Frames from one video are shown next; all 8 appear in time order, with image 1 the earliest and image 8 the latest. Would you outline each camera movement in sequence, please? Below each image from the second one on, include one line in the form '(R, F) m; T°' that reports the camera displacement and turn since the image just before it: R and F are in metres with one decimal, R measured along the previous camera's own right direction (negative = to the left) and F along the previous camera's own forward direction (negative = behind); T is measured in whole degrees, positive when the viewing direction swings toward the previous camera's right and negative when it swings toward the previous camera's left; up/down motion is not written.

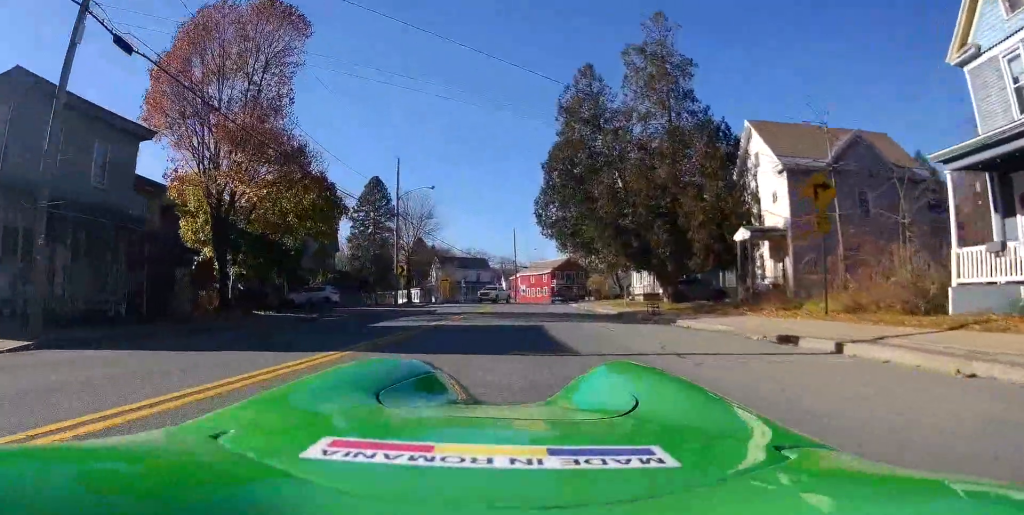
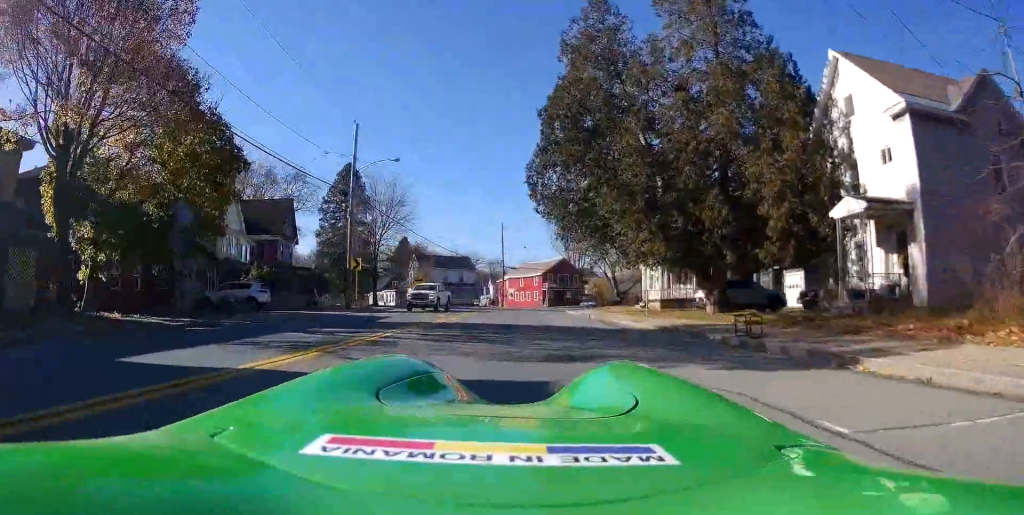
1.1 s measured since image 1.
(+0.1, +12.3) m; +2°
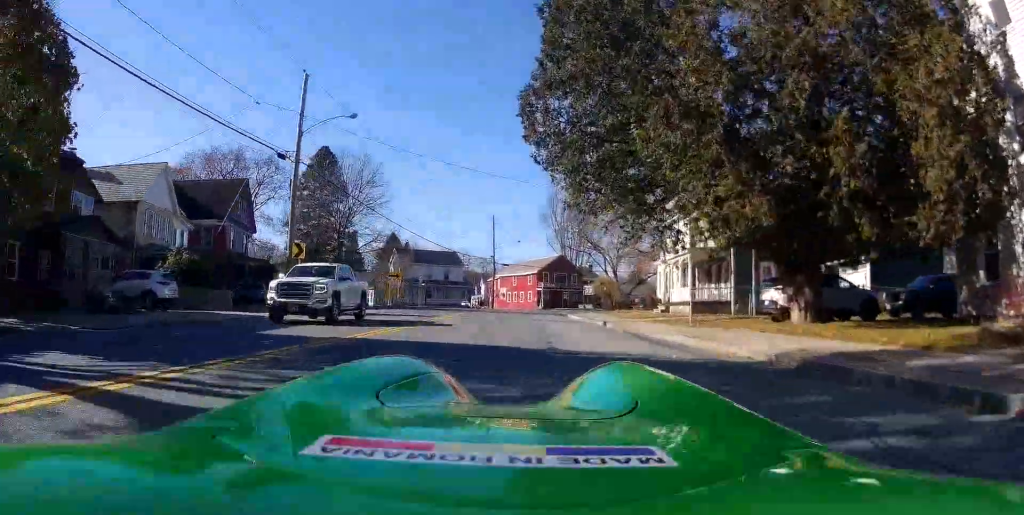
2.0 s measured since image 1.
(+0.2, +11.5) m; +1°
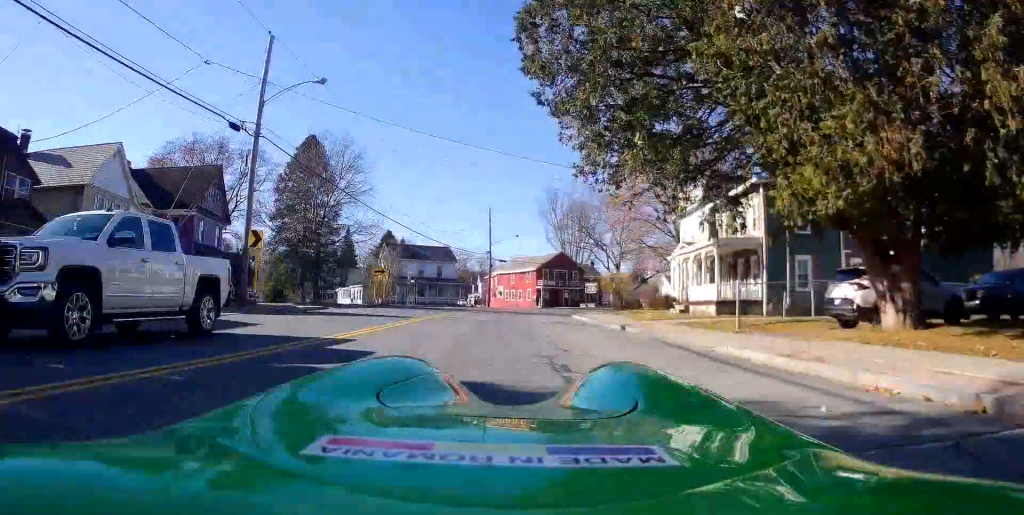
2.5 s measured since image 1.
(0.0, +5.6) m; 0°
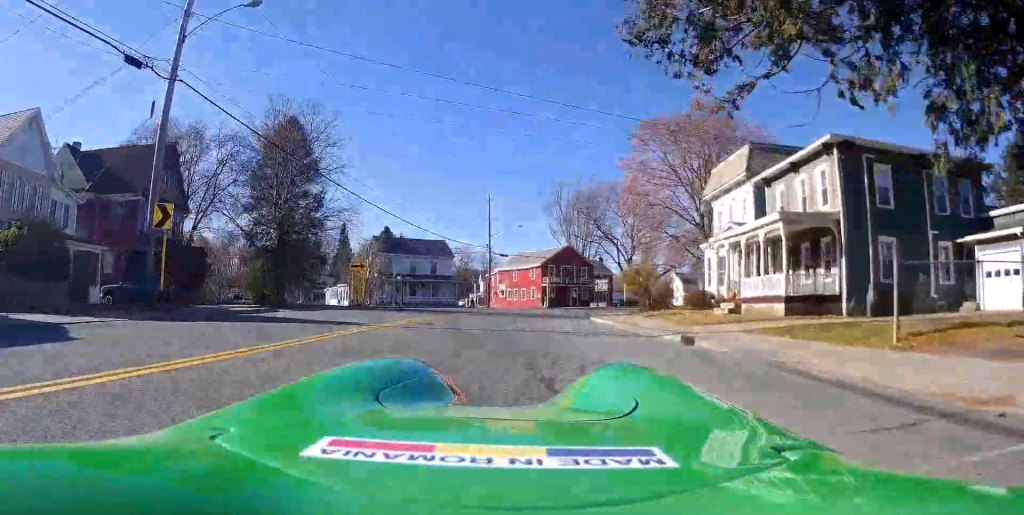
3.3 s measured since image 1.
(0.0, +8.3) m; 0°
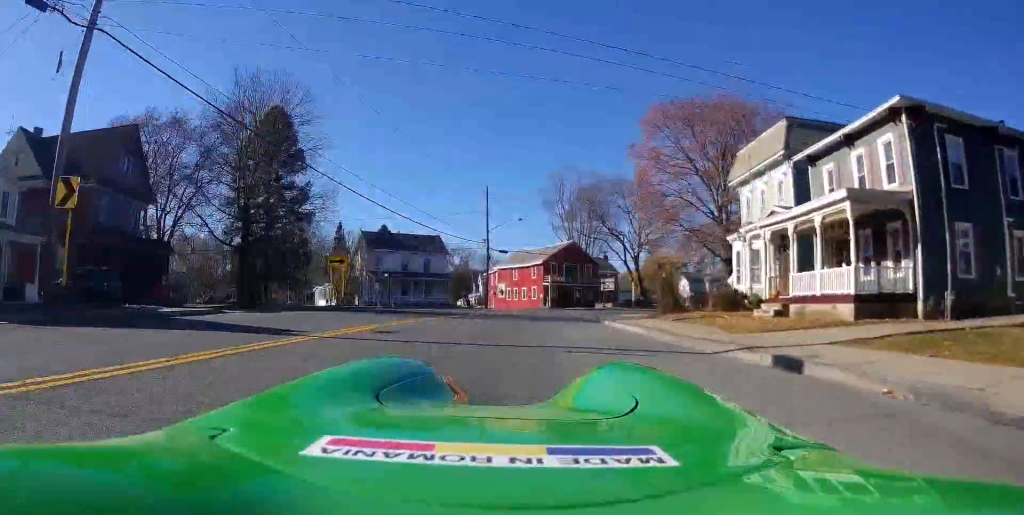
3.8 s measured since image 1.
(0.0, +5.1) m; 0°
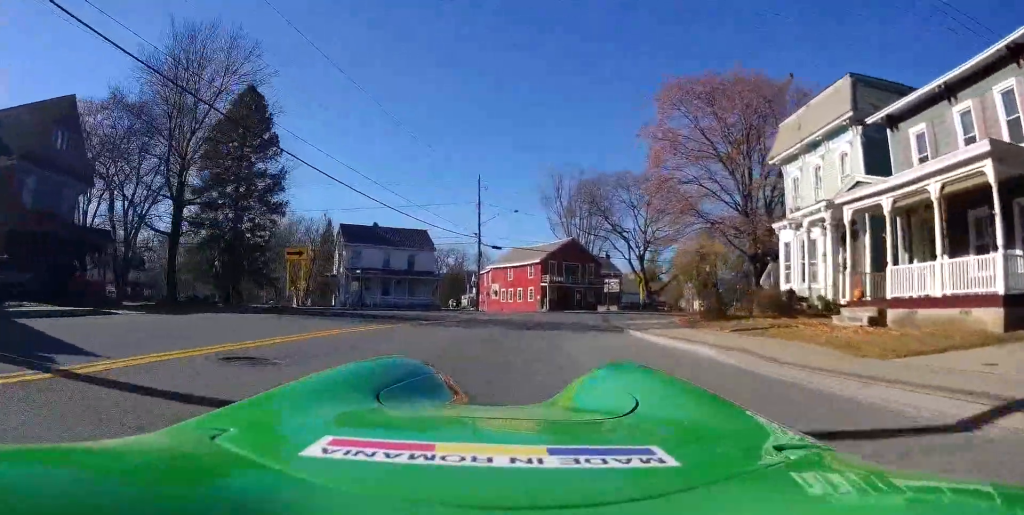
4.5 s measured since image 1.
(0.0, +5.6) m; +1°
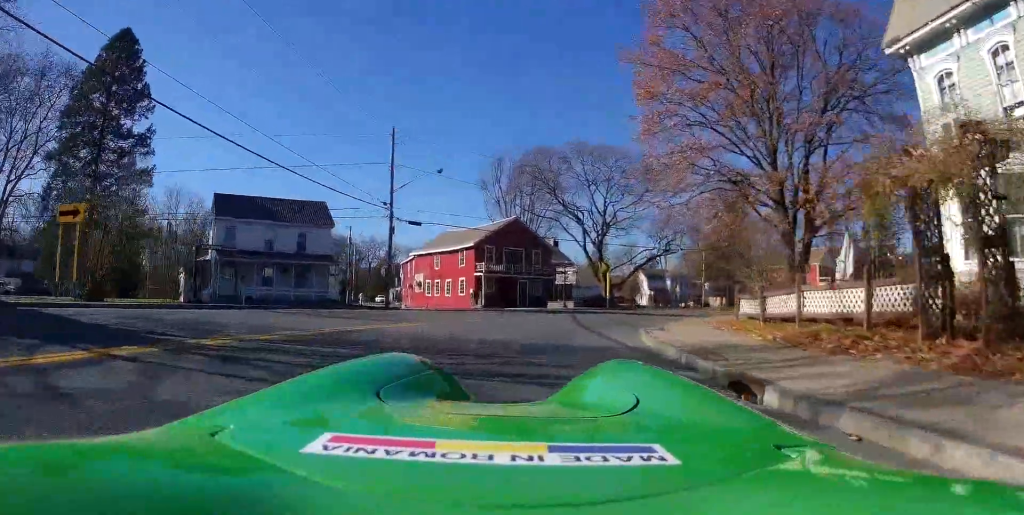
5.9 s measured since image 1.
(+0.1, +12.0) m; 0°
